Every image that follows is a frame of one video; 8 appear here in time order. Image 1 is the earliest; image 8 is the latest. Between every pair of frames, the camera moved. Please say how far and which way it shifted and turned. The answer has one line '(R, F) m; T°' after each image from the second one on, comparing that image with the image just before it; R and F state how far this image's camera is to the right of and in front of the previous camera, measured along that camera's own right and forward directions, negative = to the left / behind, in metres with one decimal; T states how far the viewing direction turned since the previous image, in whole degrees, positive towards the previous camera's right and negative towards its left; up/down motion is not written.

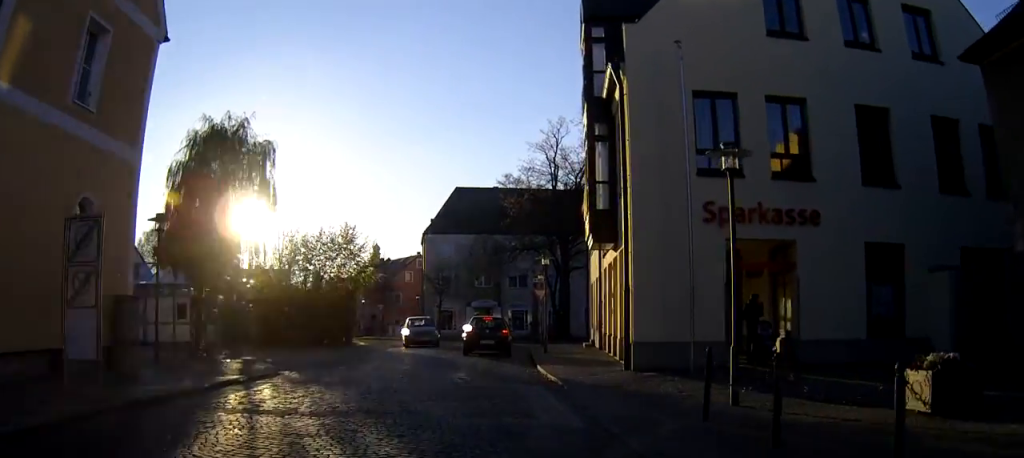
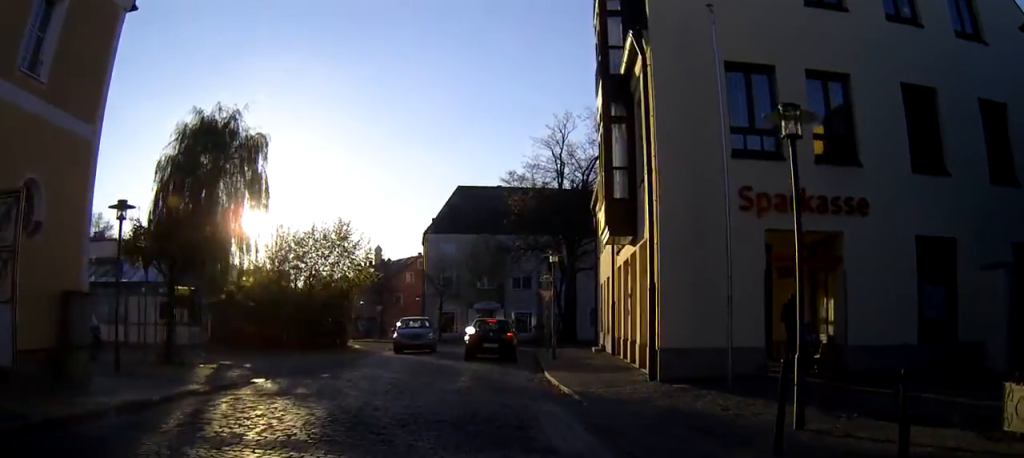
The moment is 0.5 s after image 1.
(0.0, +2.3) m; 0°
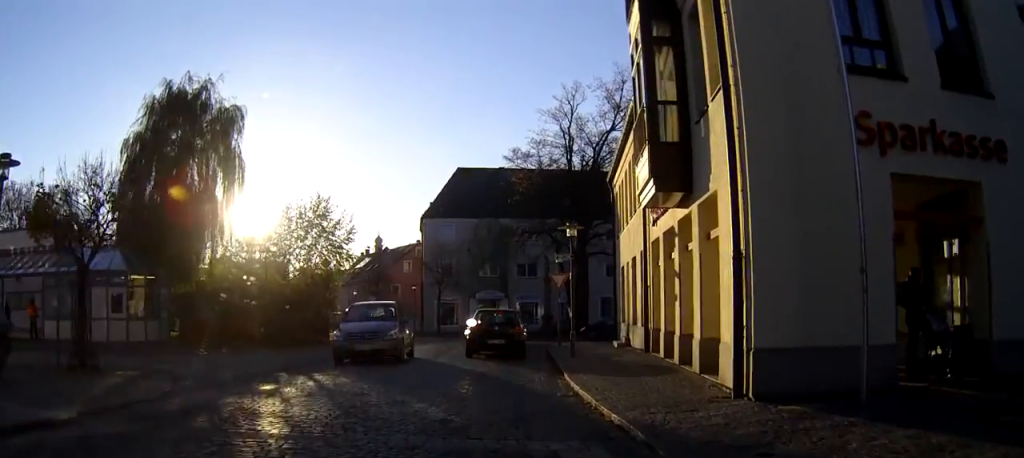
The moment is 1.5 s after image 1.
(0.0, +4.9) m; 0°
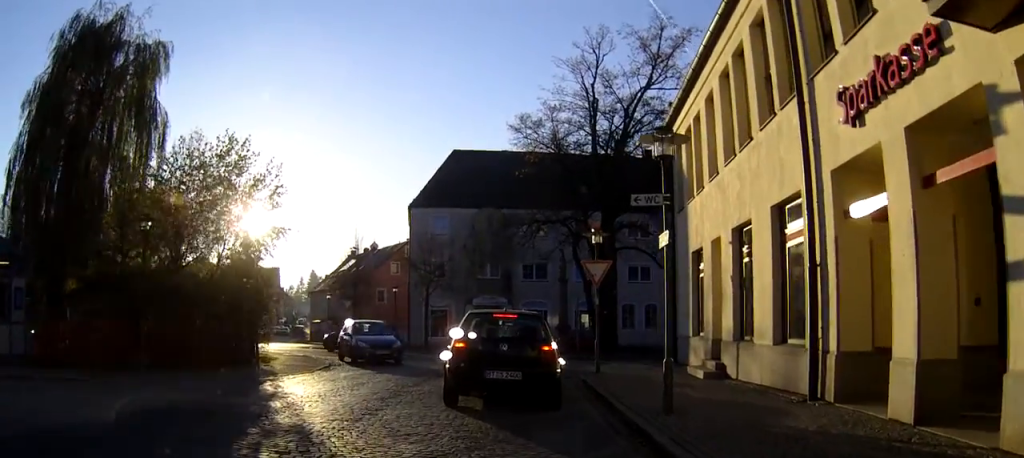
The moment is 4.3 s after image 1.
(+0.5, +11.0) m; +6°
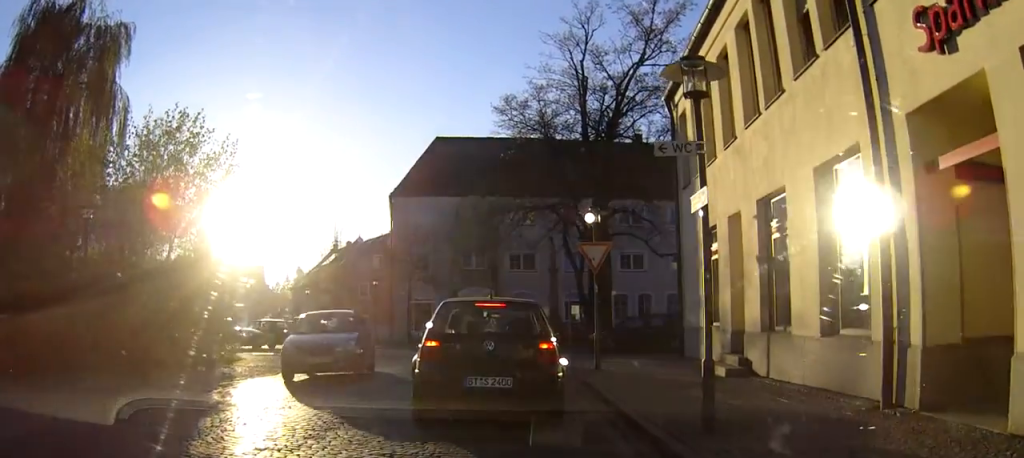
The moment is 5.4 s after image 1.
(0.0, +2.7) m; +2°
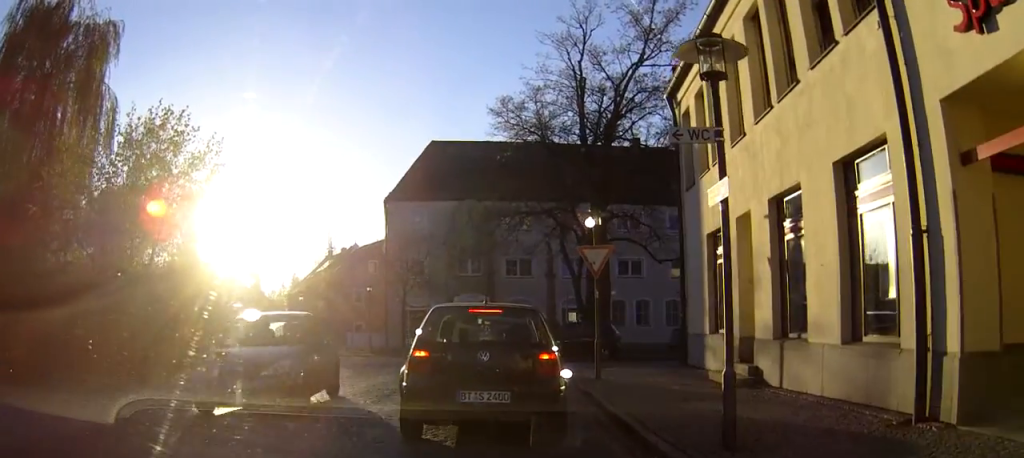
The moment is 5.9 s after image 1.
(0.0, +1.1) m; 0°
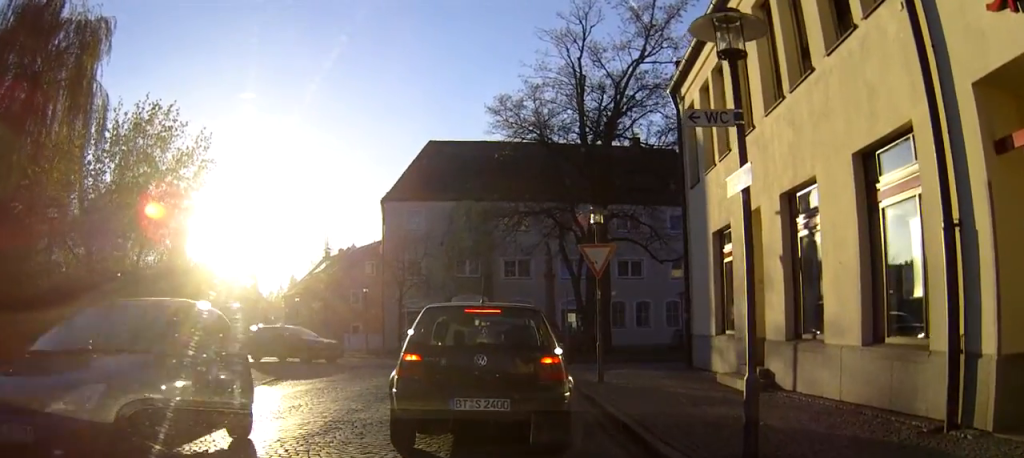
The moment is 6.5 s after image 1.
(0.0, +0.9) m; 0°
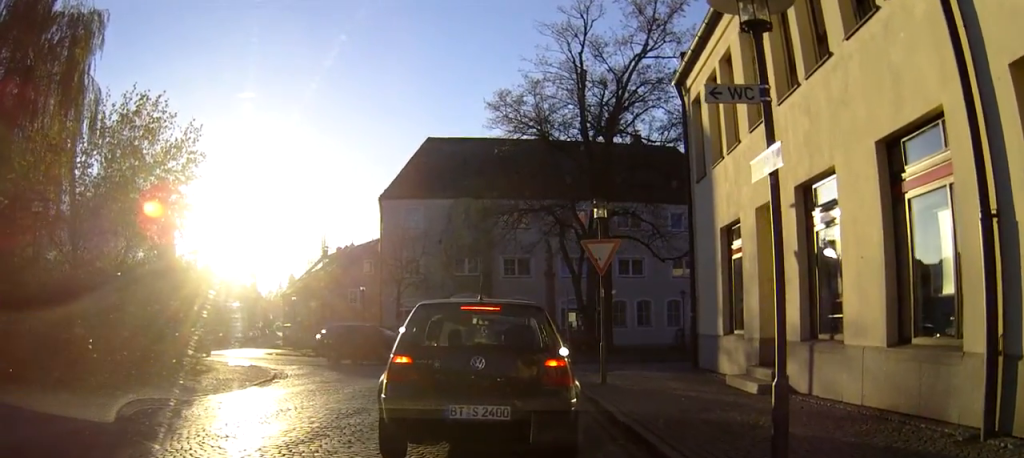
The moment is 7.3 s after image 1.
(0.0, +0.9) m; 0°
